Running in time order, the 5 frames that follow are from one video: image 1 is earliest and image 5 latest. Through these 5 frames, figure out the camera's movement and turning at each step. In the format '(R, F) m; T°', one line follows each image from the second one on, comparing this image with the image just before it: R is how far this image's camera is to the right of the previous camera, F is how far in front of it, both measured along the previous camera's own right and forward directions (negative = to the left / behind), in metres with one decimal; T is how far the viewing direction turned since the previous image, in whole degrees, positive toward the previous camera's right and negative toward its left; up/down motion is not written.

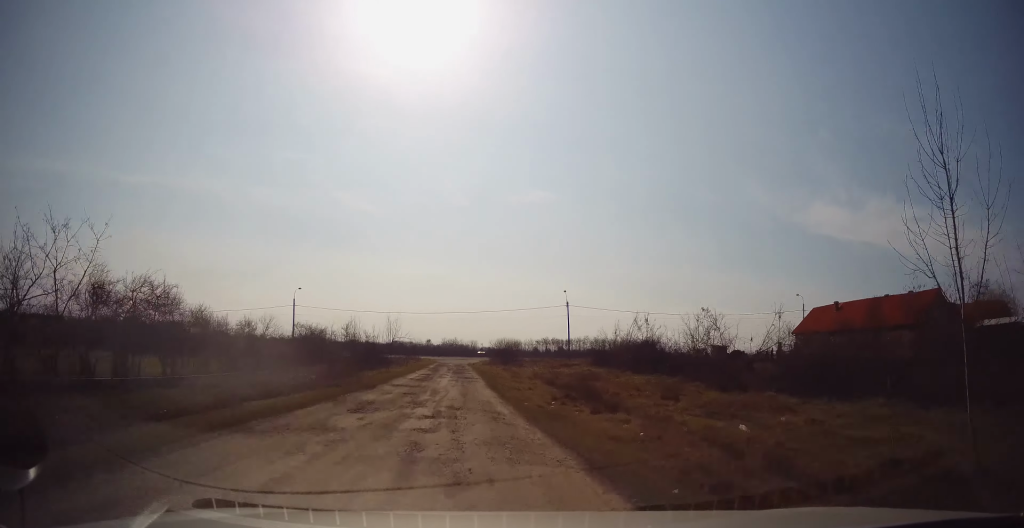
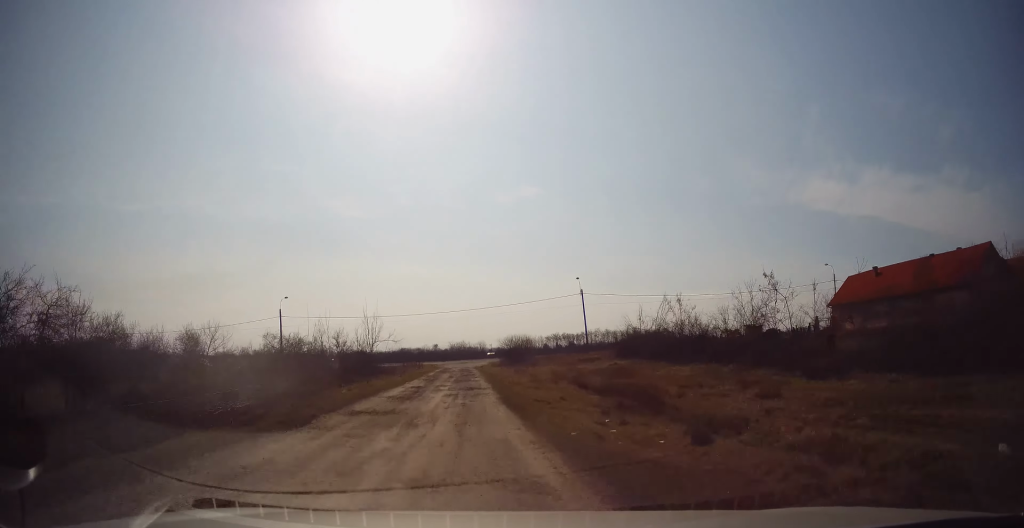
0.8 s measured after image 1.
(-0.3, +7.3) m; -2°
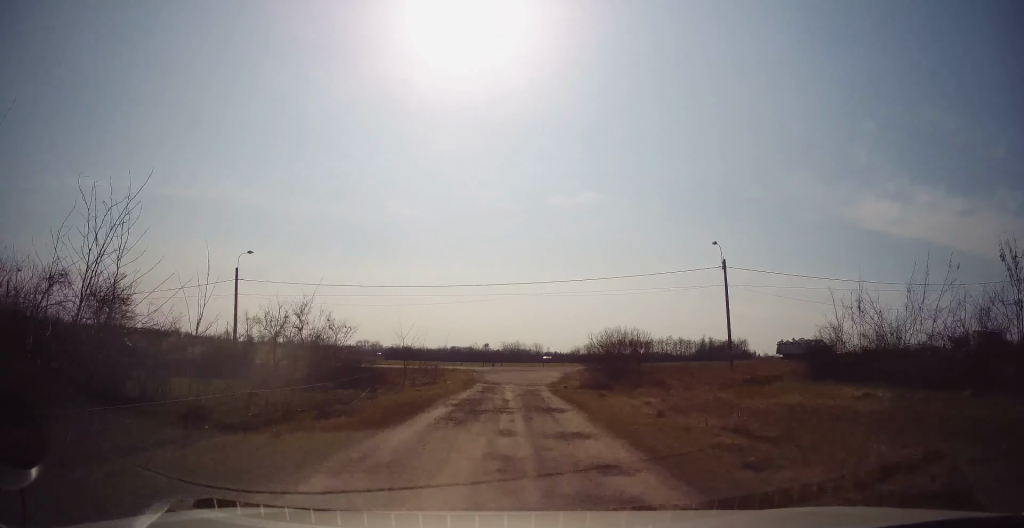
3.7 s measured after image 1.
(-0.7, +25.5) m; -3°
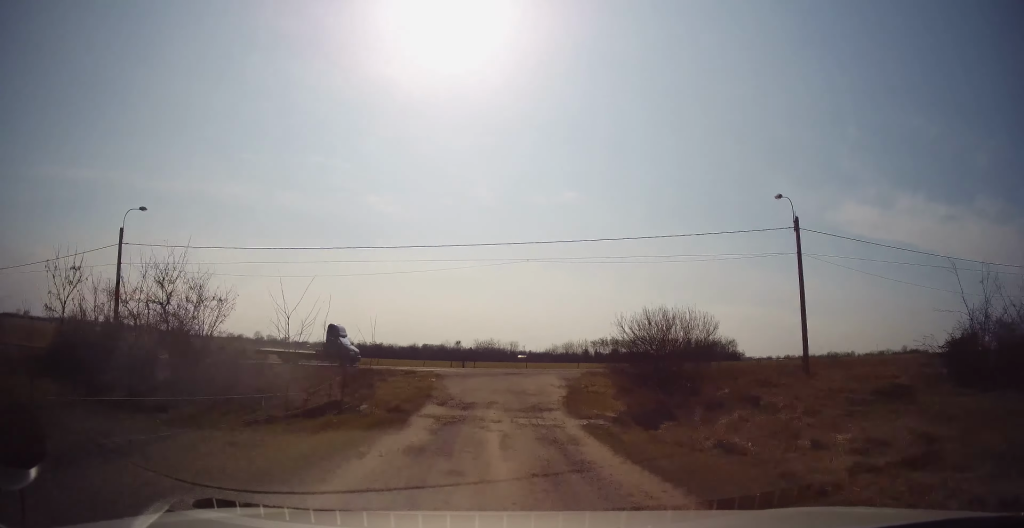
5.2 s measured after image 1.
(+0.5, +12.2) m; +3°
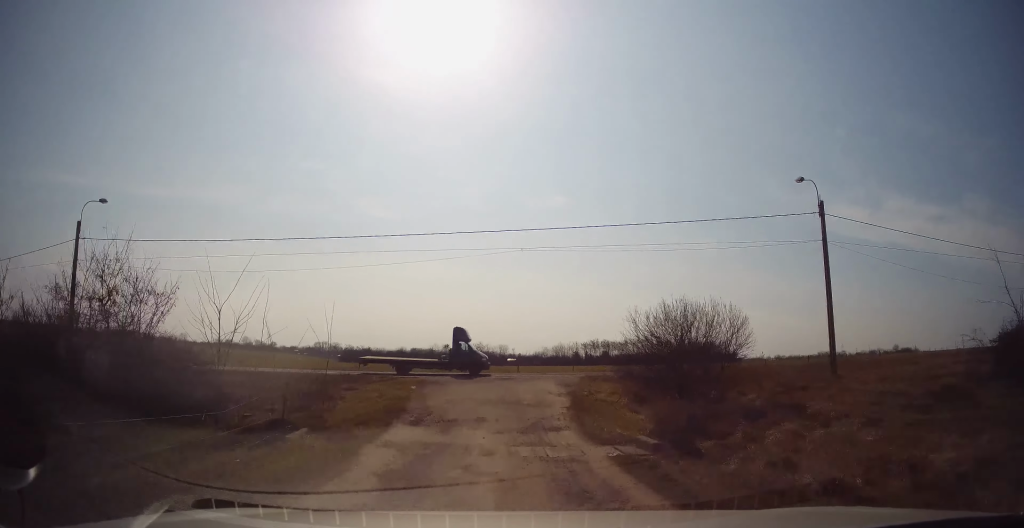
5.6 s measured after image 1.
(0.0, +3.2) m; 0°
